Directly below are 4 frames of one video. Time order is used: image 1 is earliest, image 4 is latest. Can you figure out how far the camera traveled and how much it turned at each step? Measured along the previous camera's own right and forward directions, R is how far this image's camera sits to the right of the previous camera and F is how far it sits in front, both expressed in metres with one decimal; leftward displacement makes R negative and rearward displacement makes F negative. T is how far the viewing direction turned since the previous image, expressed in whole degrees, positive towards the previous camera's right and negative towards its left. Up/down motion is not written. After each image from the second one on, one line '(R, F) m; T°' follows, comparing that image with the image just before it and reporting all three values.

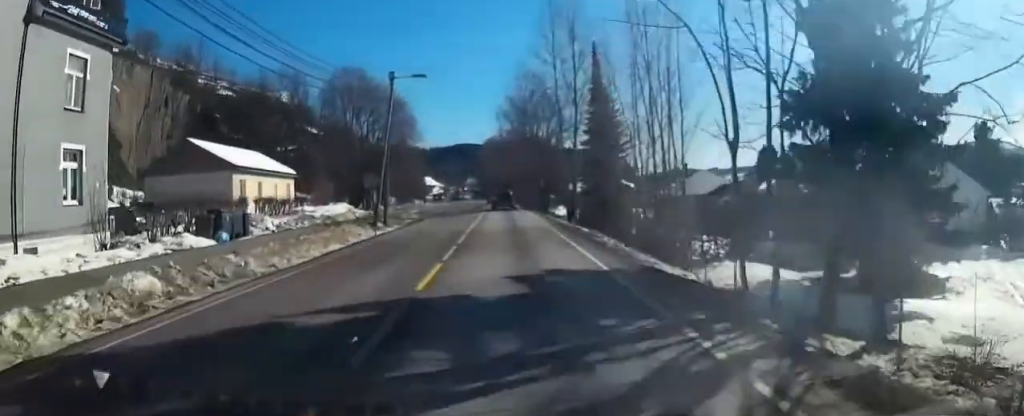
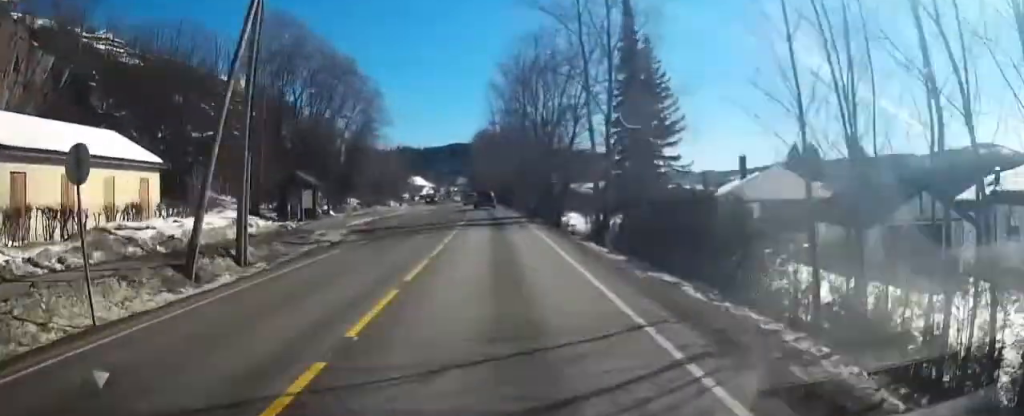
(-0.2, +18.8) m; -1°
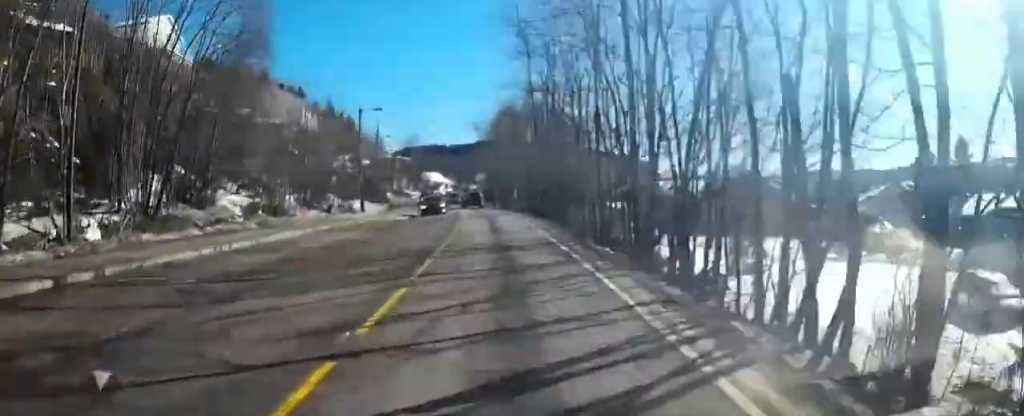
(-0.6, +35.8) m; -1°
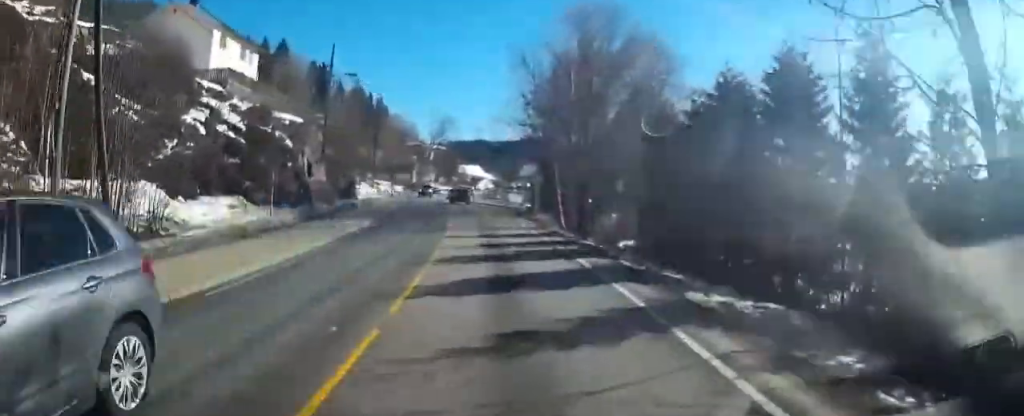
(-1.4, +38.1) m; -4°
